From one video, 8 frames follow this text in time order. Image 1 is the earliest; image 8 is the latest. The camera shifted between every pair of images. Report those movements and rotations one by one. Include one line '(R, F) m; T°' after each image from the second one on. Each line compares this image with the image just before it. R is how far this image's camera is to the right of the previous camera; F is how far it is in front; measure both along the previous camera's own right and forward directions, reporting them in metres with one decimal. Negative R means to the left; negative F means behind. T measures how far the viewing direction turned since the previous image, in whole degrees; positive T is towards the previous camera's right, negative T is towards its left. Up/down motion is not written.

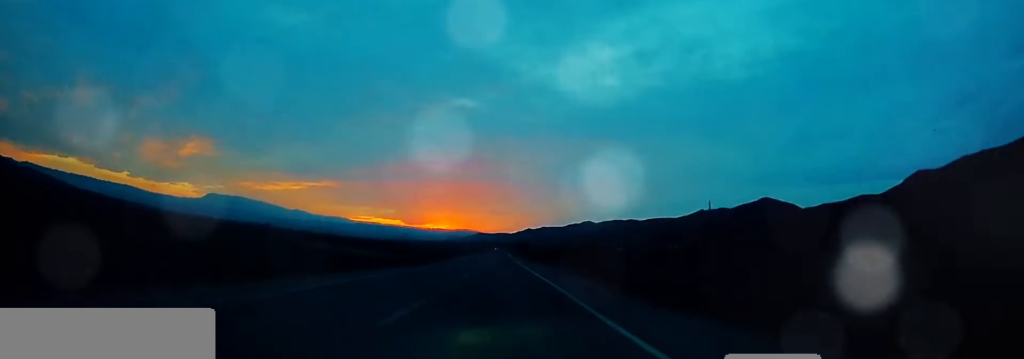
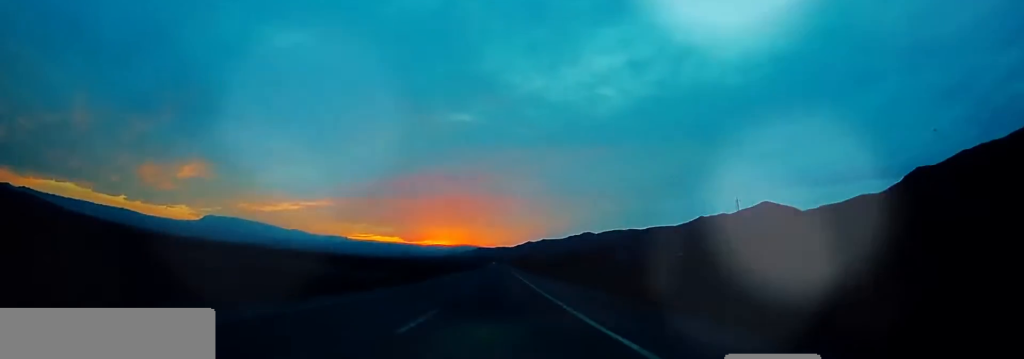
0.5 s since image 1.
(0.0, +10.8) m; 0°
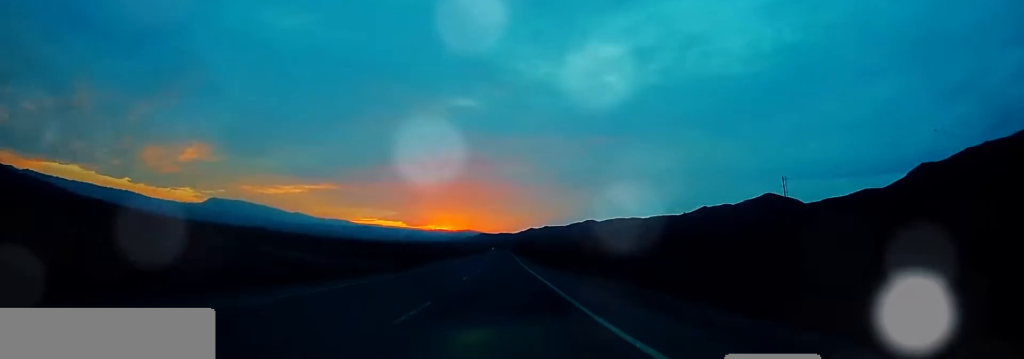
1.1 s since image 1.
(0.0, +12.2) m; 0°
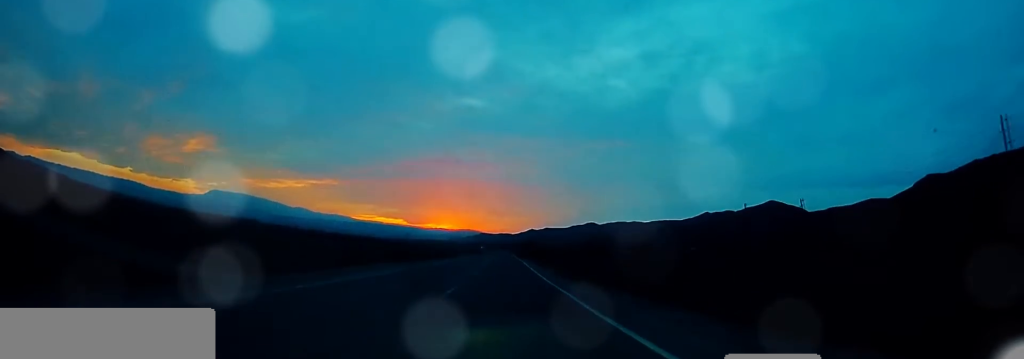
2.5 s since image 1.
(0.0, +31.7) m; 0°
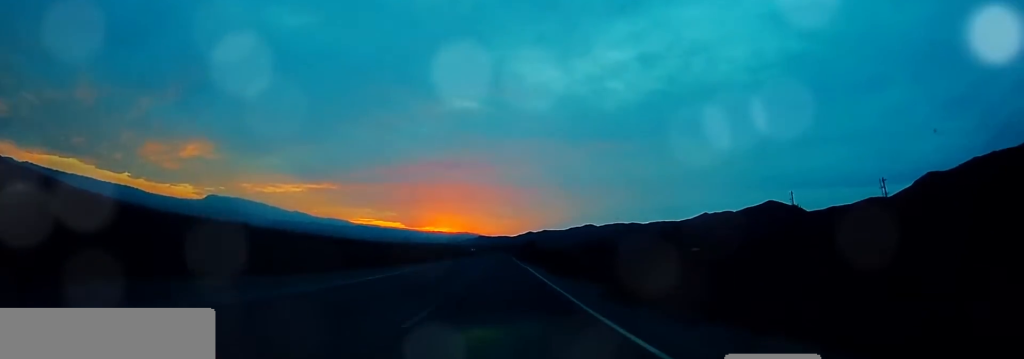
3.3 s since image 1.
(0.0, +16.7) m; 0°
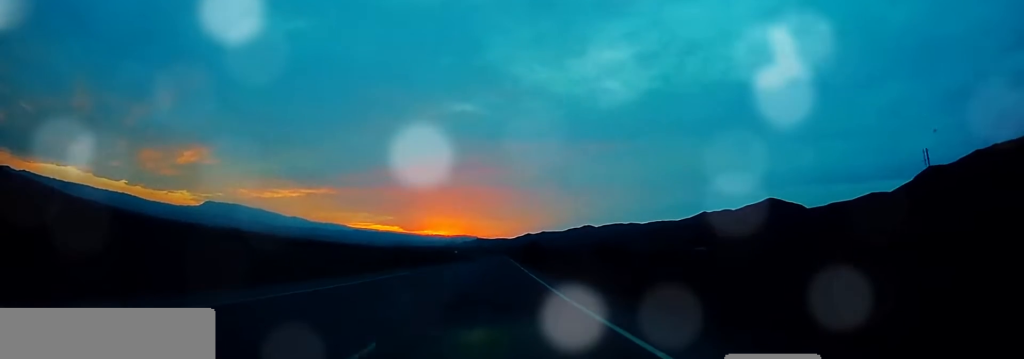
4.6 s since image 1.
(0.0, +29.3) m; 0°
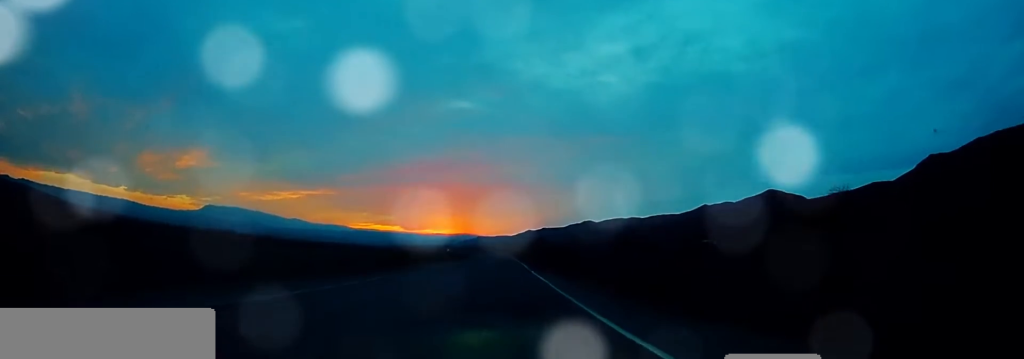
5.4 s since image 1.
(0.0, +17.6) m; 0°
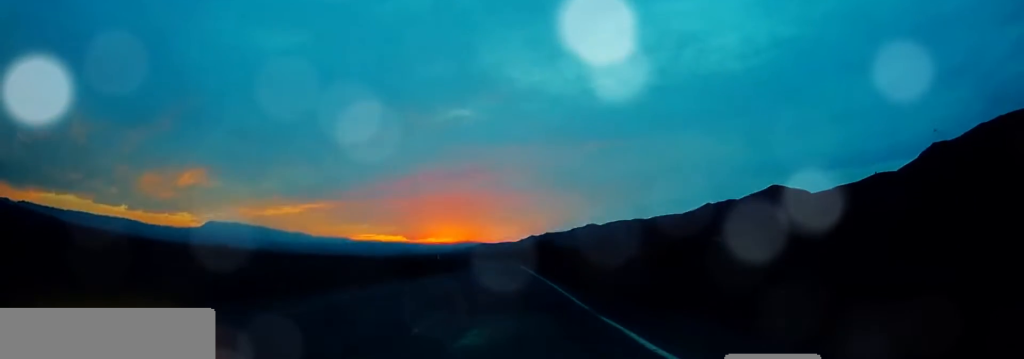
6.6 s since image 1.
(0.0, +25.1) m; 0°
